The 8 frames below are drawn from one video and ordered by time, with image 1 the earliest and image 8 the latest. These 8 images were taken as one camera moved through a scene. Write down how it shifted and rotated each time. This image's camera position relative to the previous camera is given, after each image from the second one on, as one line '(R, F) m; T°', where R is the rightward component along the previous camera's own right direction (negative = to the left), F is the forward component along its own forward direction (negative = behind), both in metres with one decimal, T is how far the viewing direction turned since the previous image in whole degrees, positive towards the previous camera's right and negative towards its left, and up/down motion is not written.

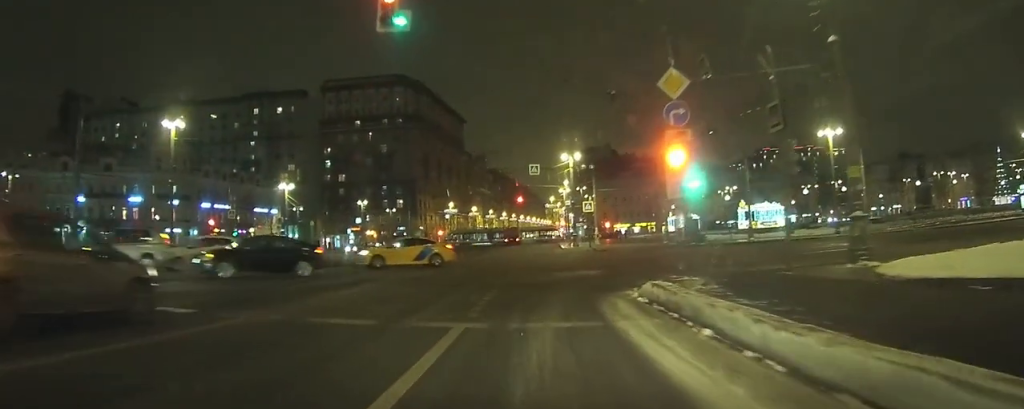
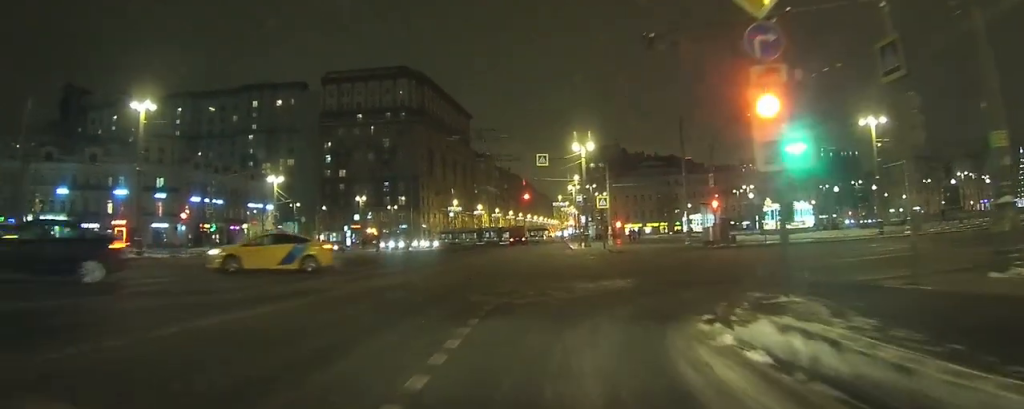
(-0.1, +5.9) m; +1°
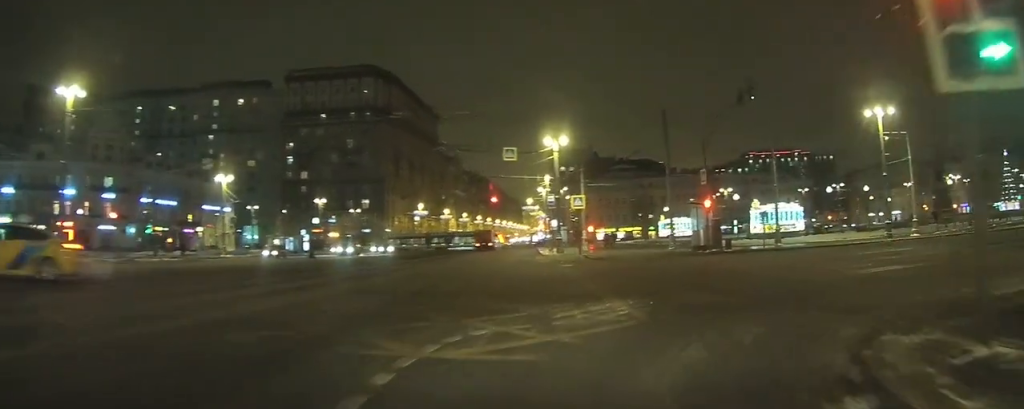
(+0.2, +5.5) m; +5°
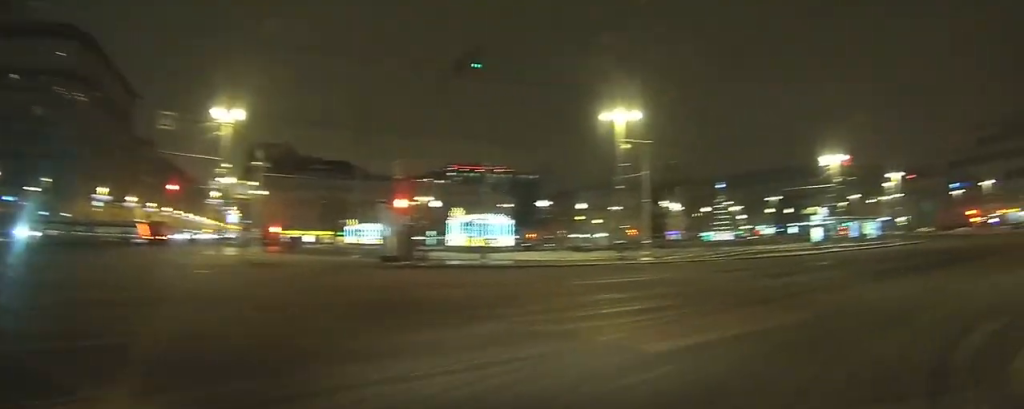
(+1.2, +7.8) m; +26°
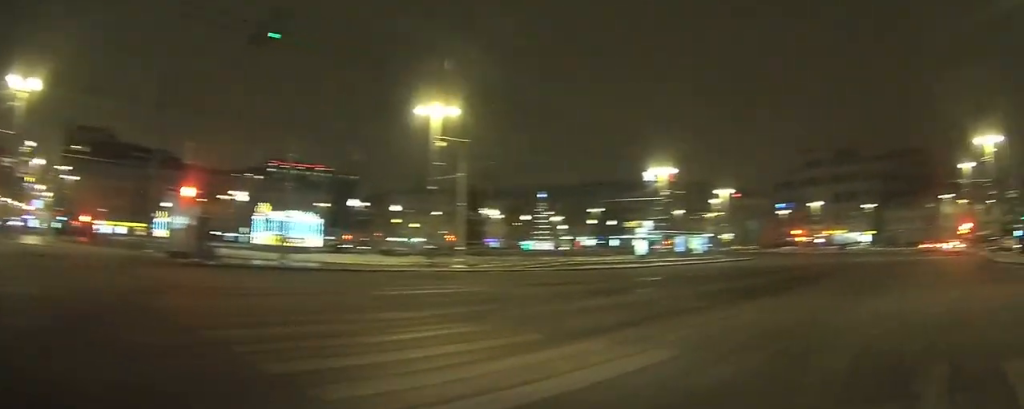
(+0.4, +2.7) m; +15°
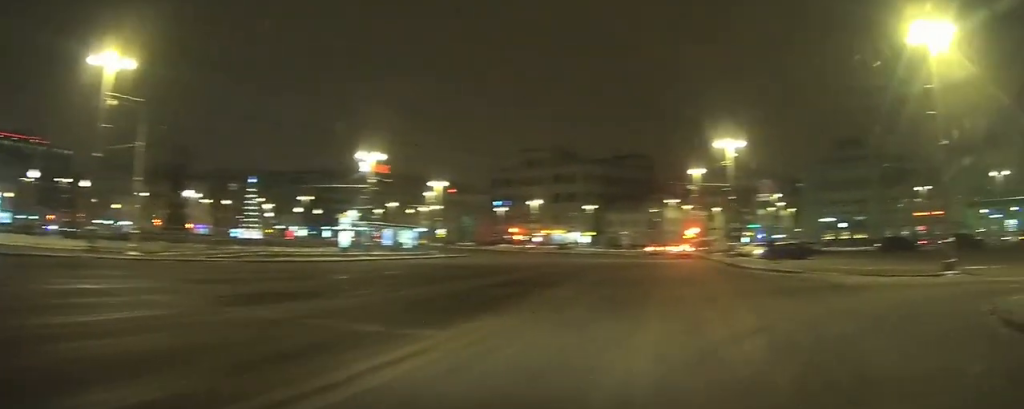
(+1.0, +4.3) m; +27°
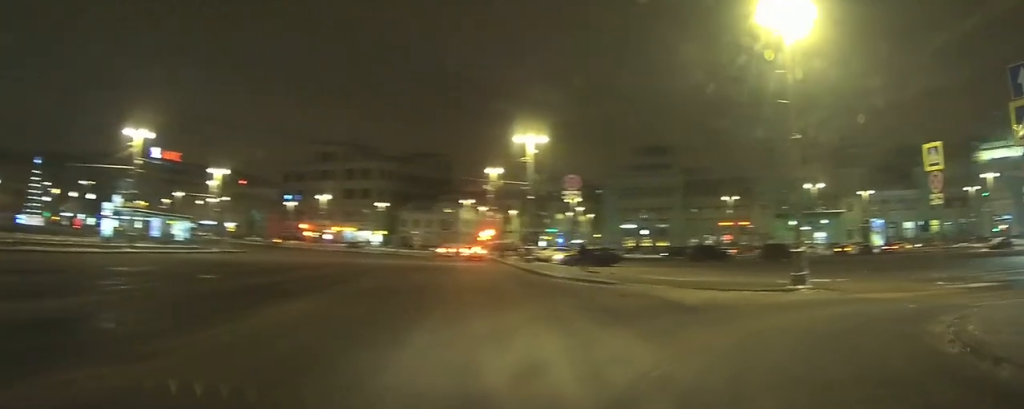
(+1.0, +4.4) m; +25°
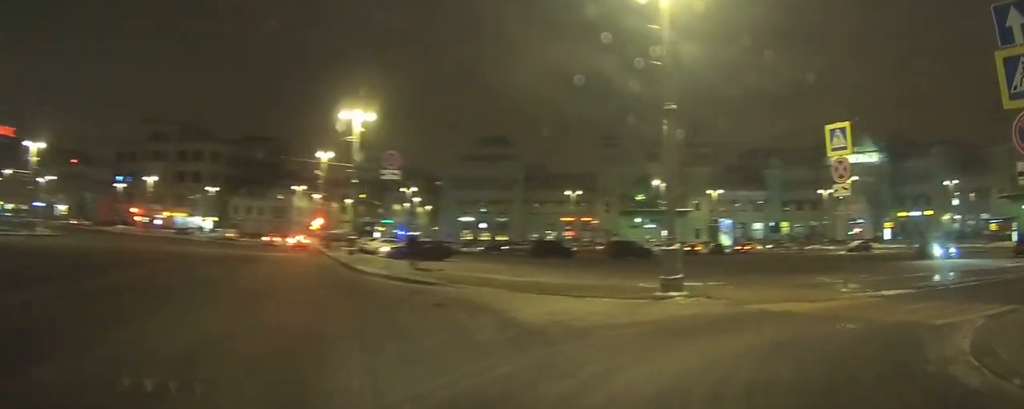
(+0.7, +4.4) m; +23°
